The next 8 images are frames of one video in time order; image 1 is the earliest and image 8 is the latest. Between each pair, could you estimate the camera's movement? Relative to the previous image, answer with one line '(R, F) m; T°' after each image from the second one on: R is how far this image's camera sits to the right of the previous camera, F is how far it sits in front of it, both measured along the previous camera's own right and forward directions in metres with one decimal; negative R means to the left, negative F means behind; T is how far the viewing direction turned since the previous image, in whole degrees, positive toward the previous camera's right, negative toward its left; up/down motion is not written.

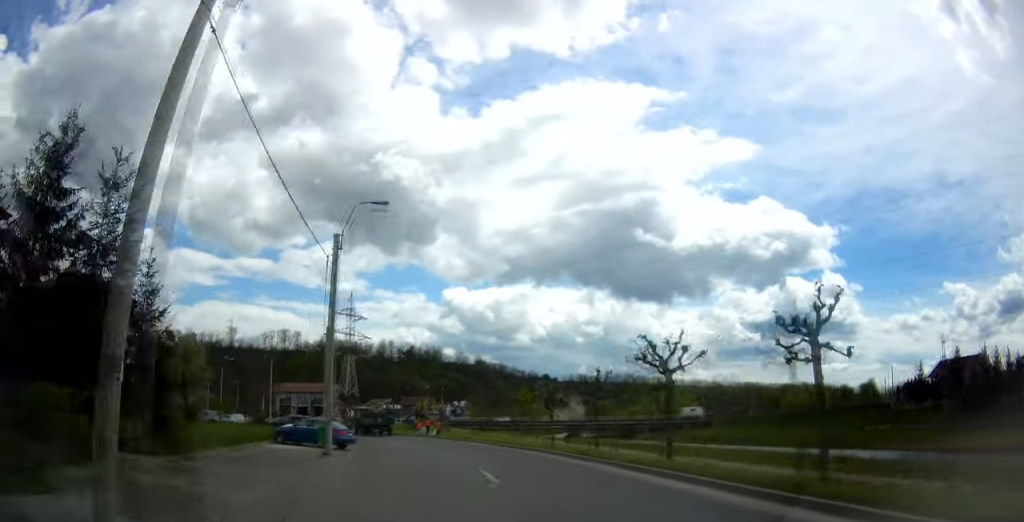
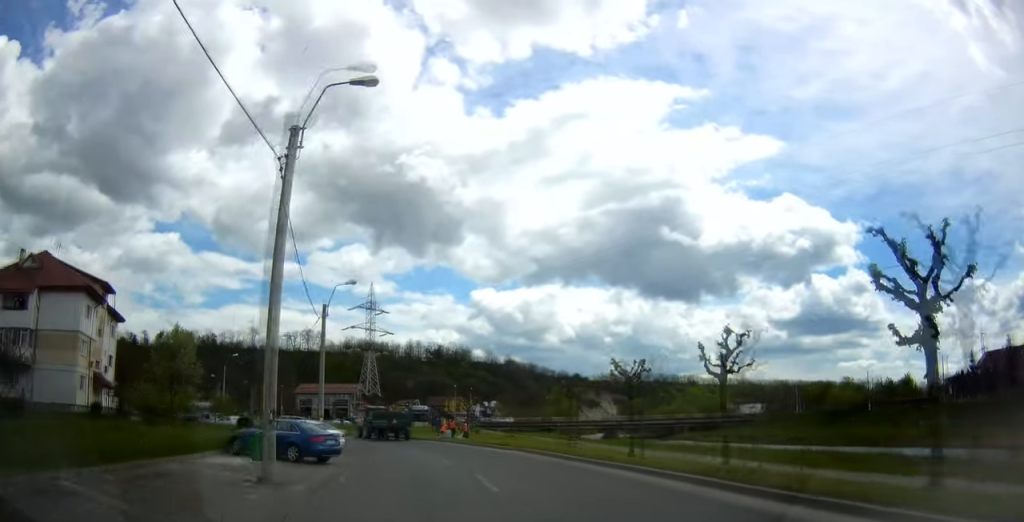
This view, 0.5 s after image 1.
(-0.2, +9.9) m; -1°
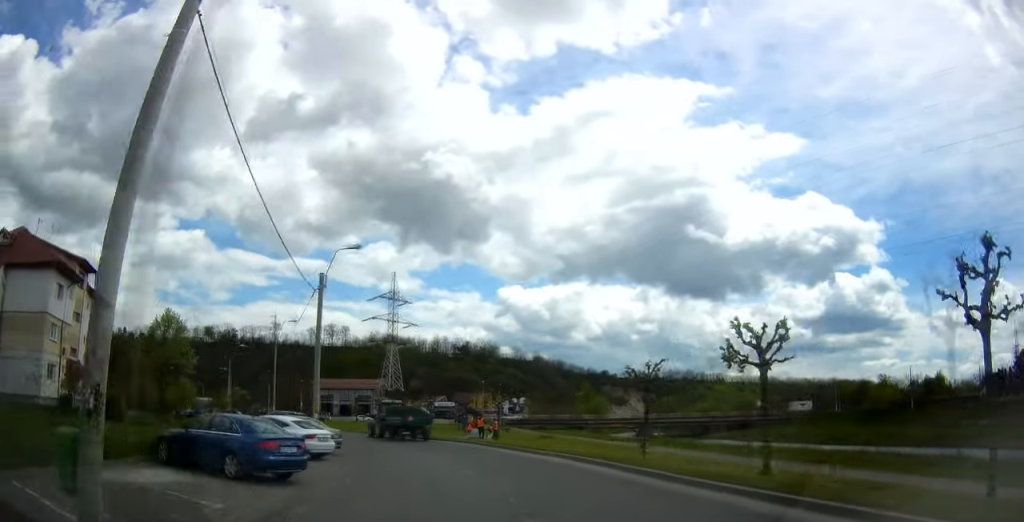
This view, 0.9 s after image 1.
(0.0, +7.1) m; -4°
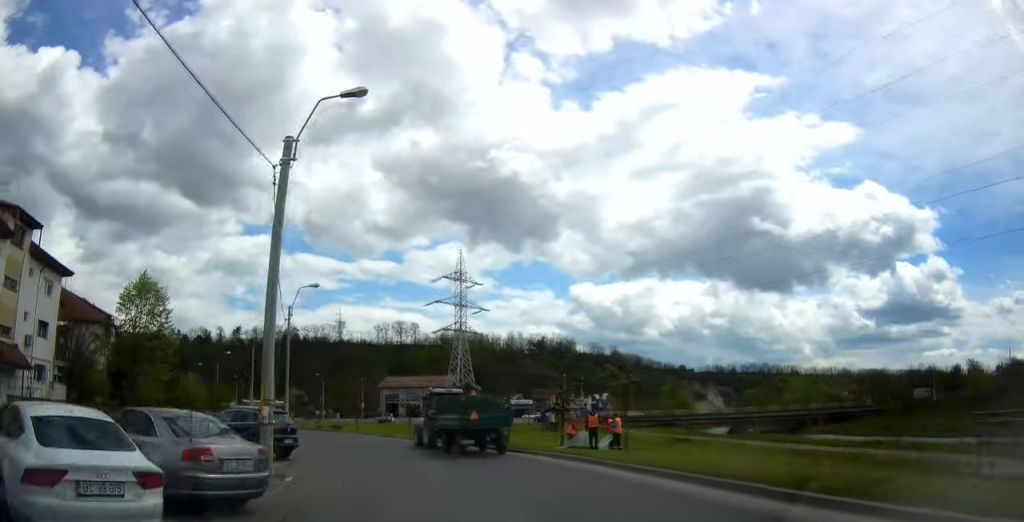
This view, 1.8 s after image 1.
(-0.9, +15.4) m; -11°
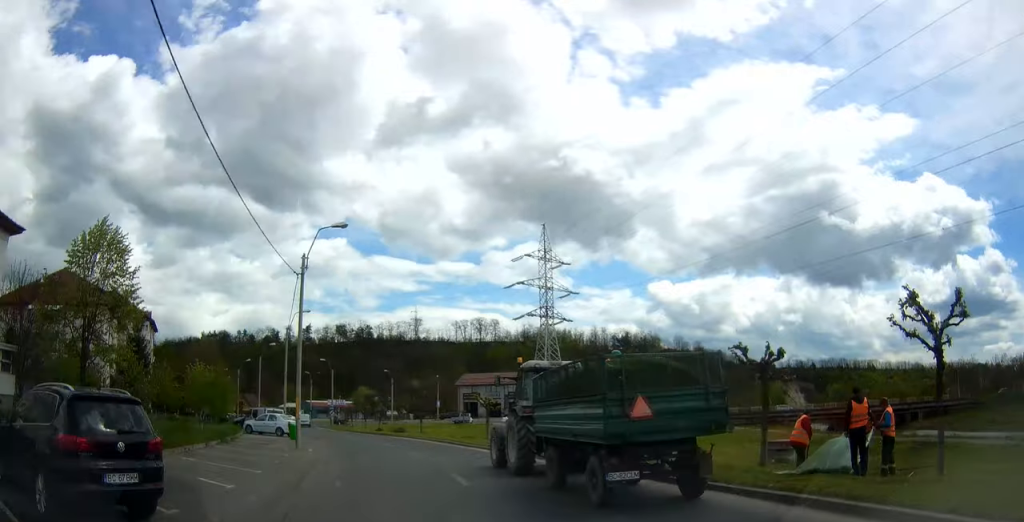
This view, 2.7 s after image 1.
(-1.9, +13.6) m; -11°
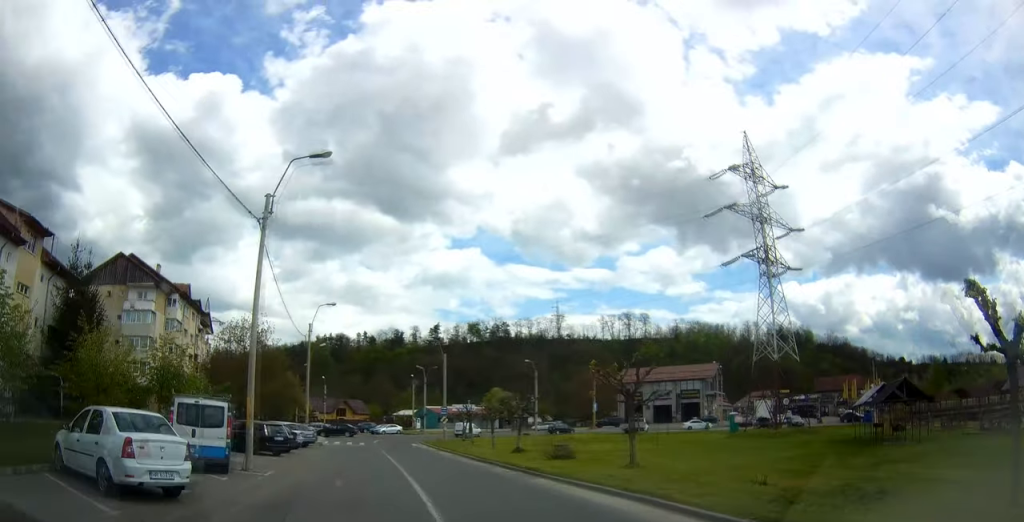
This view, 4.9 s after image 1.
(-2.3, +32.6) m; -6°
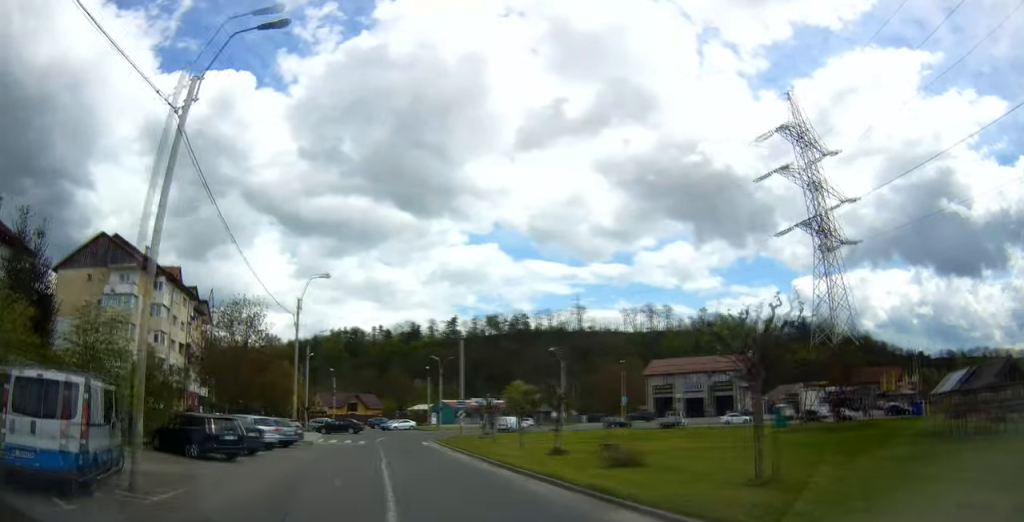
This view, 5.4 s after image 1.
(+0.5, +7.8) m; -2°
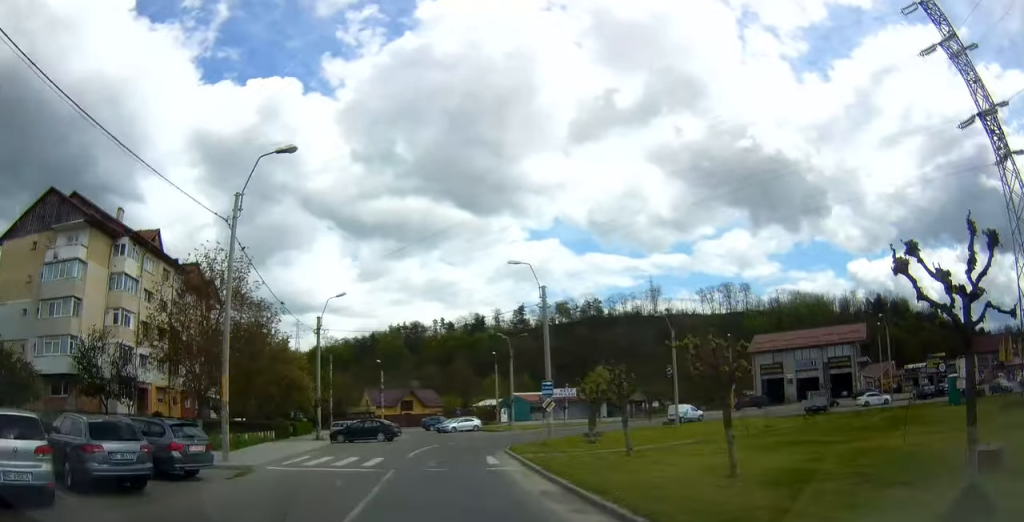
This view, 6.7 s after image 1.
(-1.6, +18.4) m; -4°
